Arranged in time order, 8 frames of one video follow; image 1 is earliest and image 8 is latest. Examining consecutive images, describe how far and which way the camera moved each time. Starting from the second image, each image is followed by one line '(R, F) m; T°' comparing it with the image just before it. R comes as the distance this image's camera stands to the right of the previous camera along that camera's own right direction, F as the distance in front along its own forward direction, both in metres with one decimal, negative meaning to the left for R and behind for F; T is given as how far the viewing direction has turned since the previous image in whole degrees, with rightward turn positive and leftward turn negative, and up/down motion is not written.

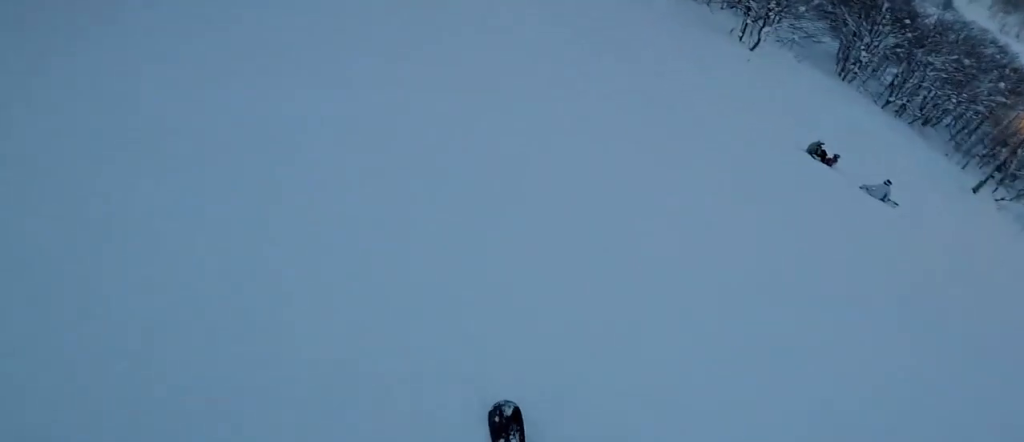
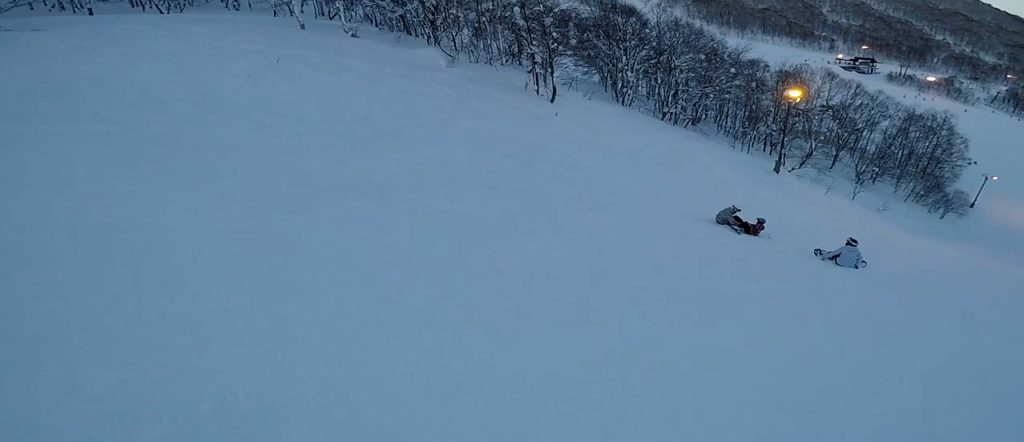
(+1.0, +5.5) m; +40°
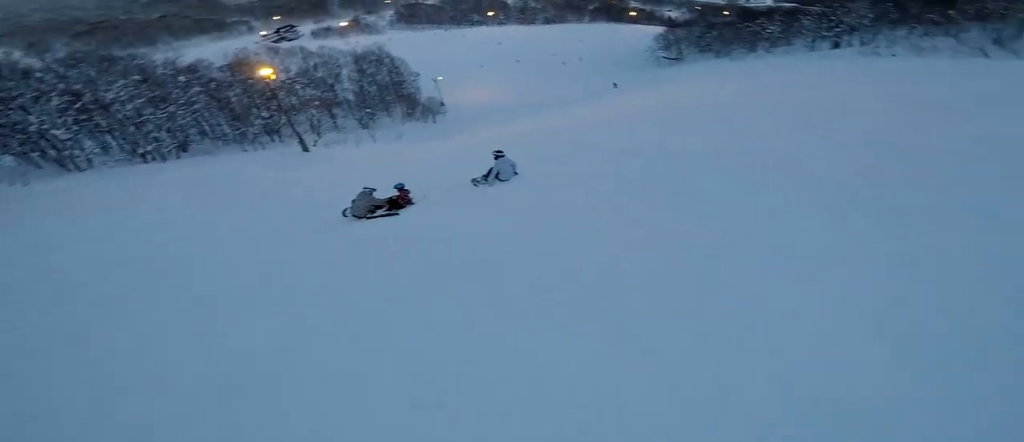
(+2.0, +3.5) m; +56°
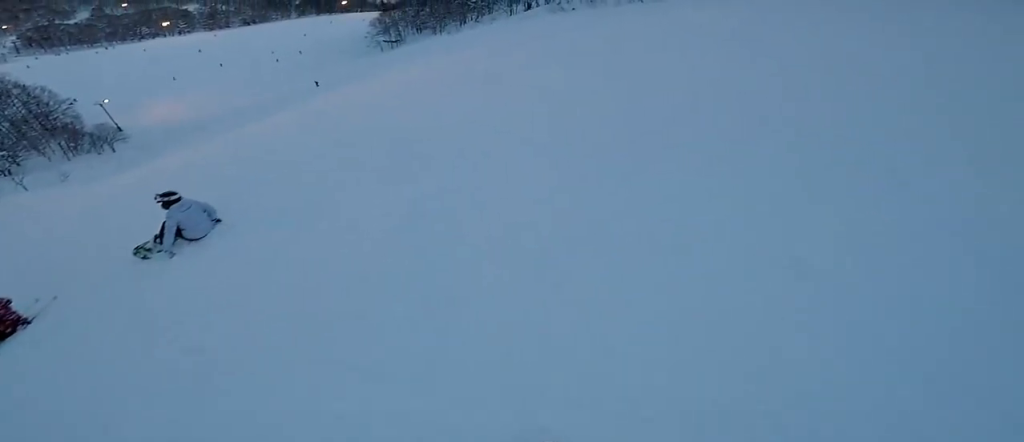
(+0.5, +2.9) m; +16°
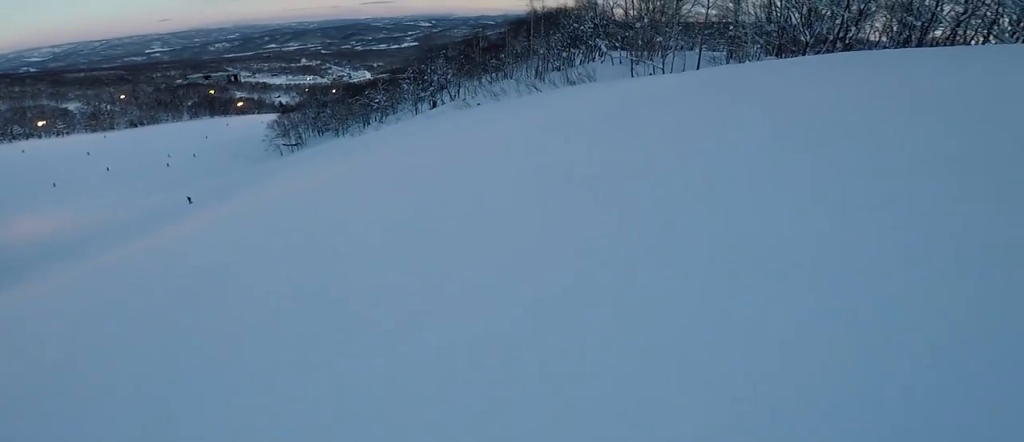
(+0.2, +2.3) m; +5°
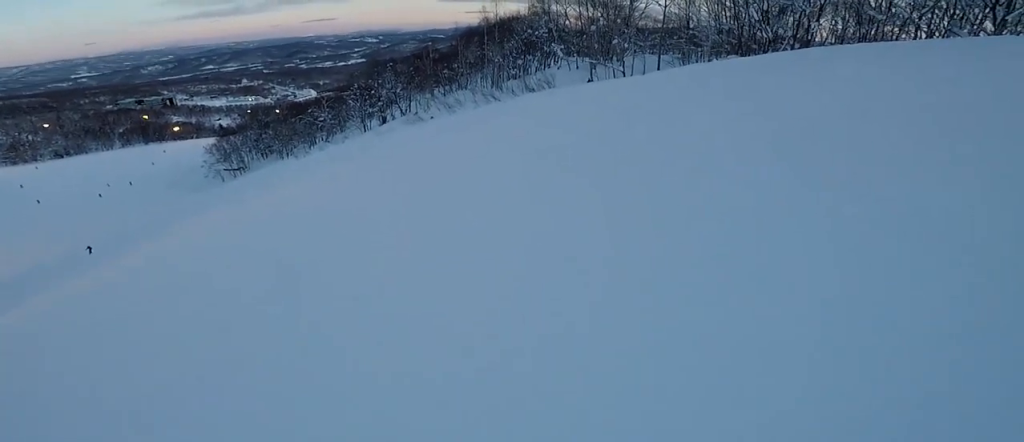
(+0.2, +3.2) m; +6°
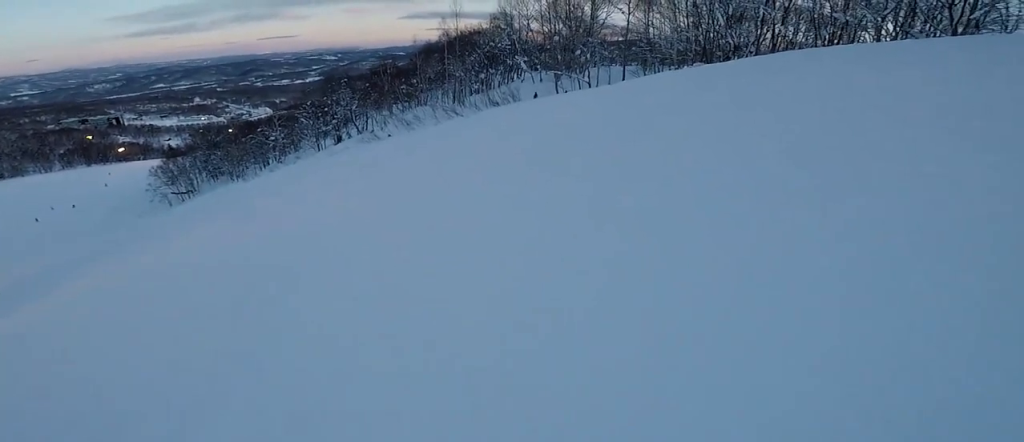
(+0.1, +2.7) m; +3°
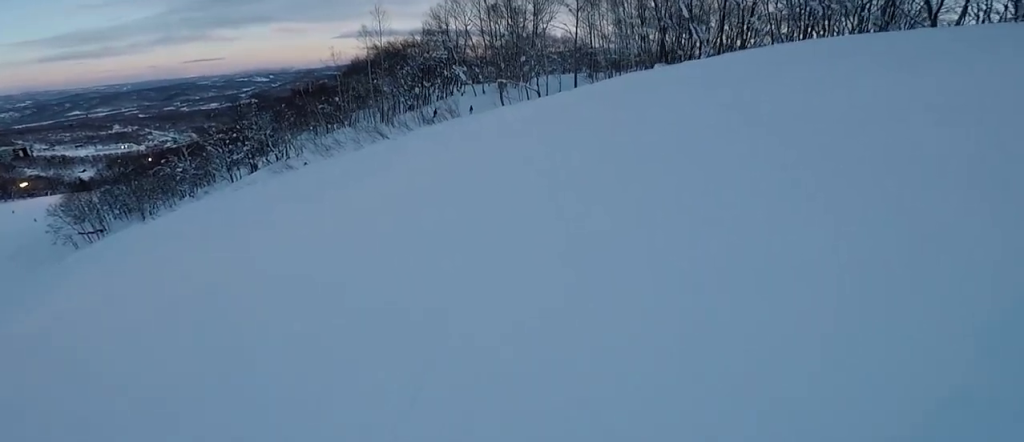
(+0.4, +5.8) m; +10°
